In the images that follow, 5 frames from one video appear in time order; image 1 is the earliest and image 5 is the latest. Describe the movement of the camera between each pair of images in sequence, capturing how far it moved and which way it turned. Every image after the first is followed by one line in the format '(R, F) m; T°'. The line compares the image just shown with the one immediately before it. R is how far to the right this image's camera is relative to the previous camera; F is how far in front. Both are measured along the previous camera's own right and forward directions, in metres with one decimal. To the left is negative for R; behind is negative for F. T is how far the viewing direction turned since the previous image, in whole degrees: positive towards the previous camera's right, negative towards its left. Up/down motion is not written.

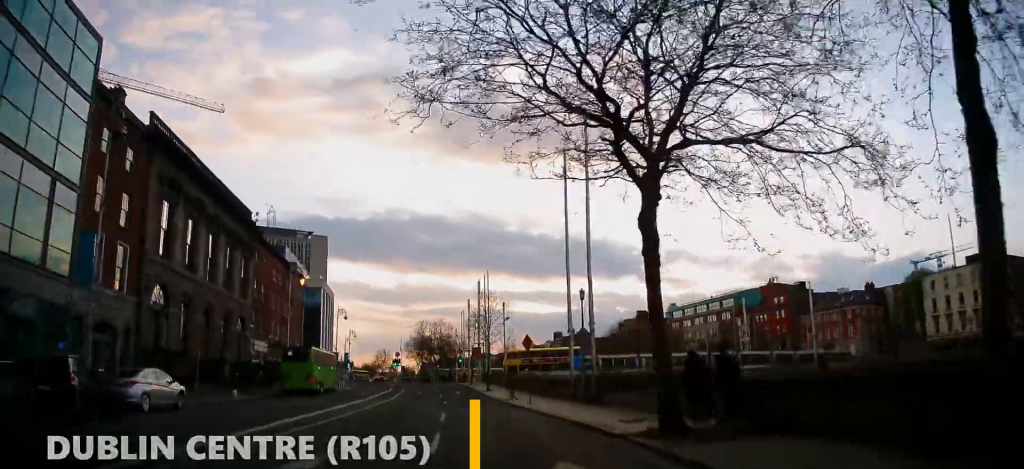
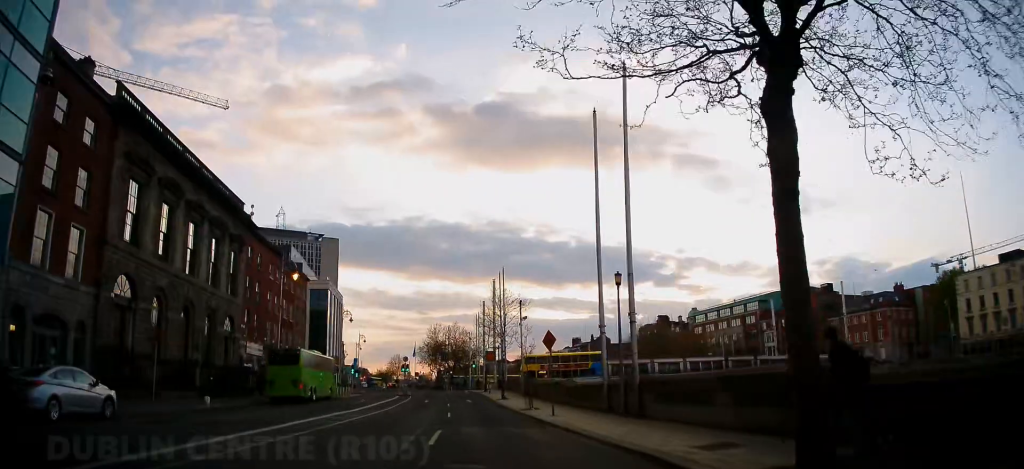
(-0.1, +5.2) m; -2°
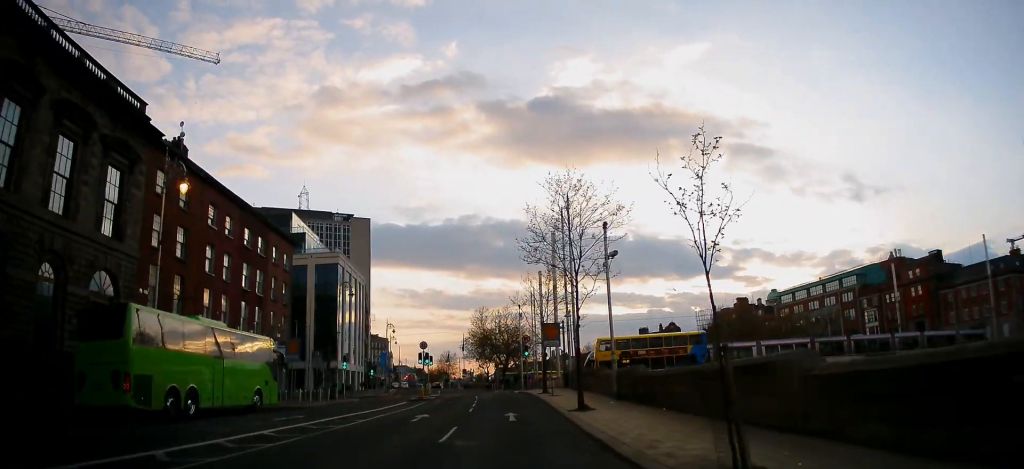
(-2.3, +21.5) m; -11°
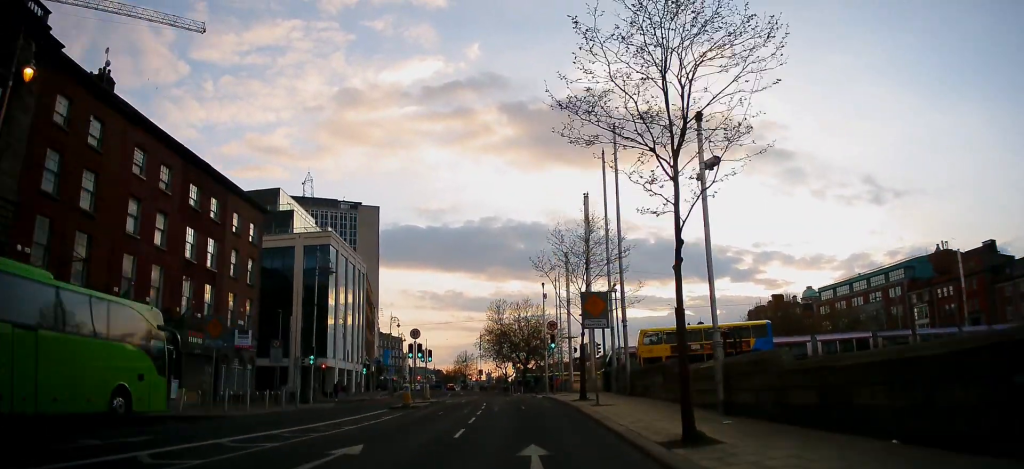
(+0.2, +11.8) m; -1°
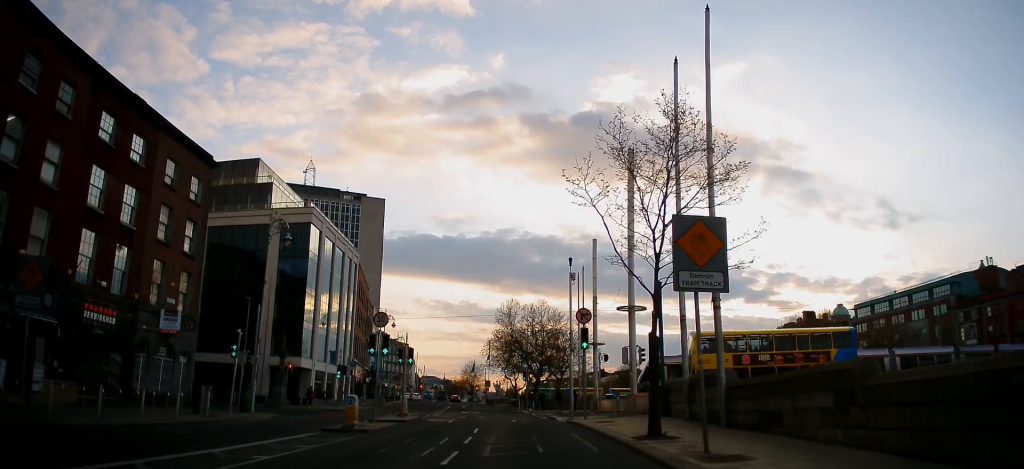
(-0.4, +10.8) m; -1°
